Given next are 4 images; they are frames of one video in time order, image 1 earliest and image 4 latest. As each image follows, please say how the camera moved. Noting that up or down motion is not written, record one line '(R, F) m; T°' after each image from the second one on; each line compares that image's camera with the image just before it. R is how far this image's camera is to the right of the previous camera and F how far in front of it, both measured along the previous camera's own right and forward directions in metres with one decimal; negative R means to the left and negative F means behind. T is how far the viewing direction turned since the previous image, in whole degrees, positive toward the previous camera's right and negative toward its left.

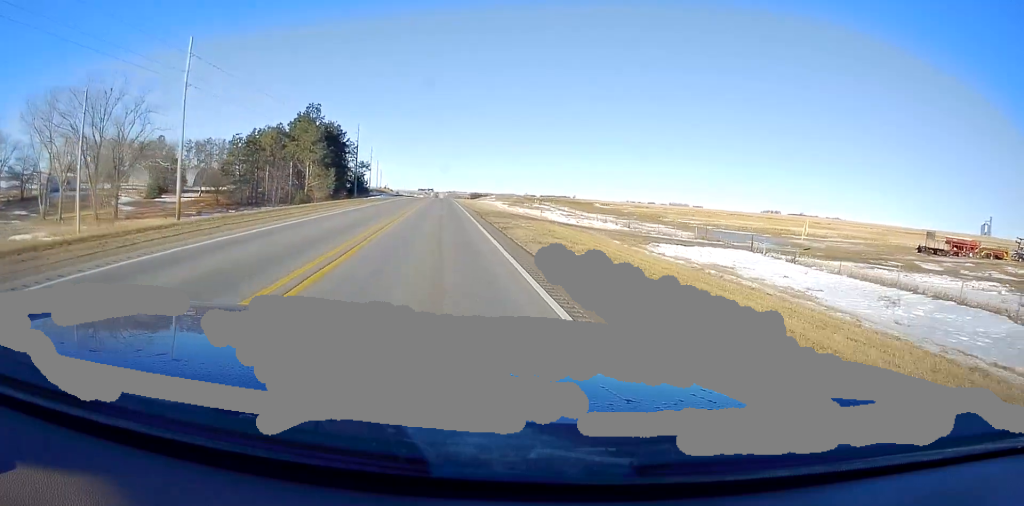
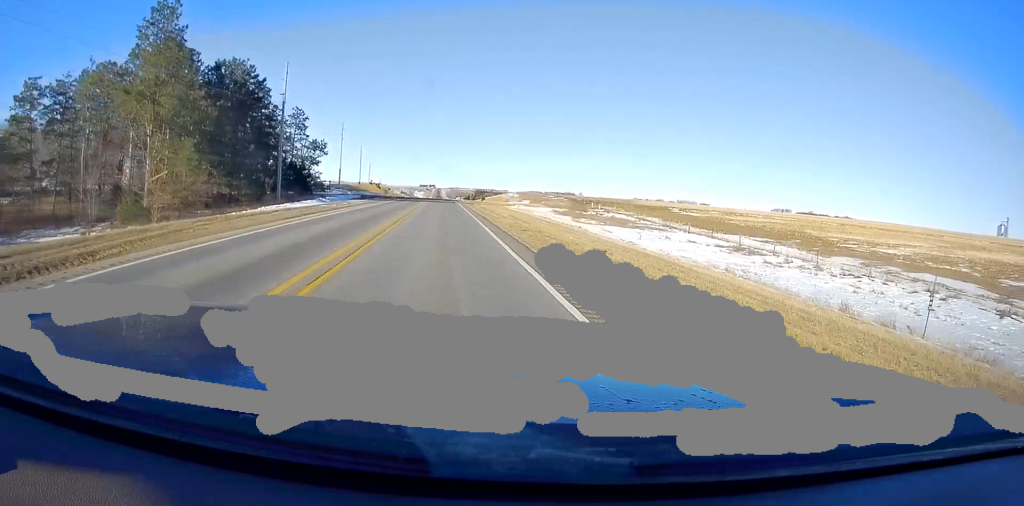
(-0.4, +65.2) m; 0°
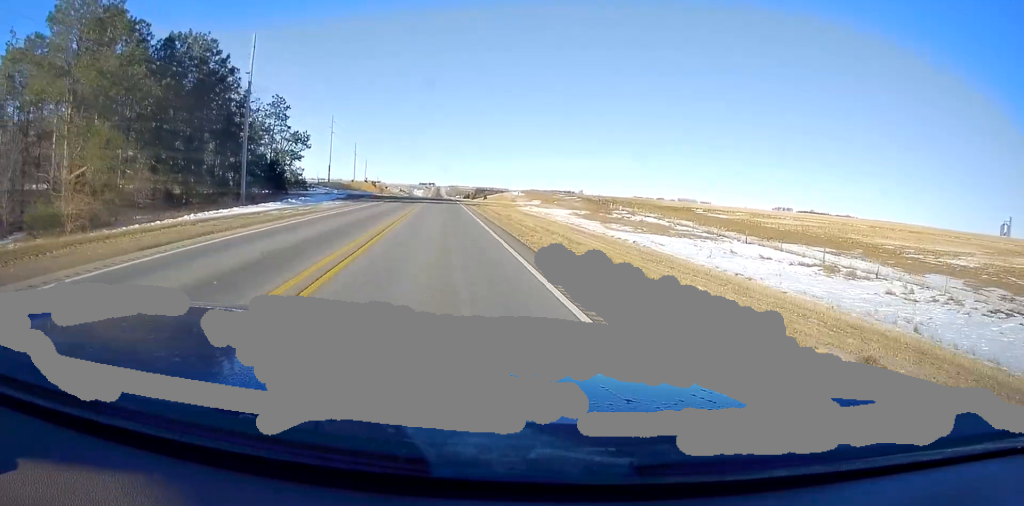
(+0.1, +12.9) m; 0°
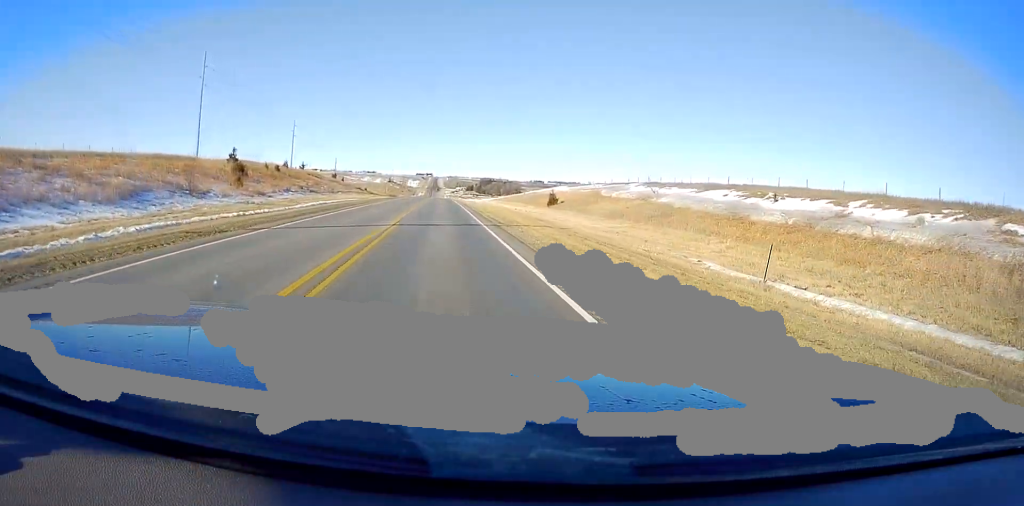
(-0.1, +134.3) m; 0°
